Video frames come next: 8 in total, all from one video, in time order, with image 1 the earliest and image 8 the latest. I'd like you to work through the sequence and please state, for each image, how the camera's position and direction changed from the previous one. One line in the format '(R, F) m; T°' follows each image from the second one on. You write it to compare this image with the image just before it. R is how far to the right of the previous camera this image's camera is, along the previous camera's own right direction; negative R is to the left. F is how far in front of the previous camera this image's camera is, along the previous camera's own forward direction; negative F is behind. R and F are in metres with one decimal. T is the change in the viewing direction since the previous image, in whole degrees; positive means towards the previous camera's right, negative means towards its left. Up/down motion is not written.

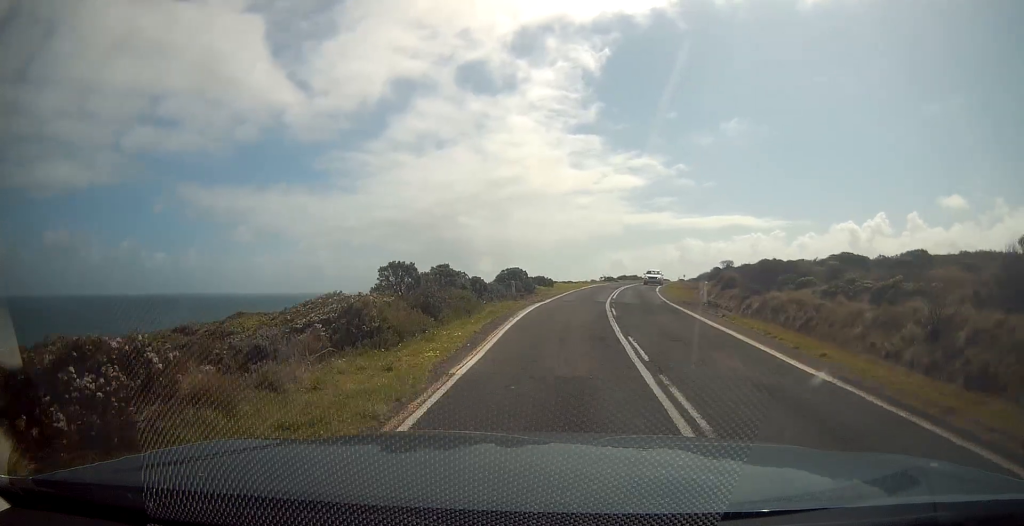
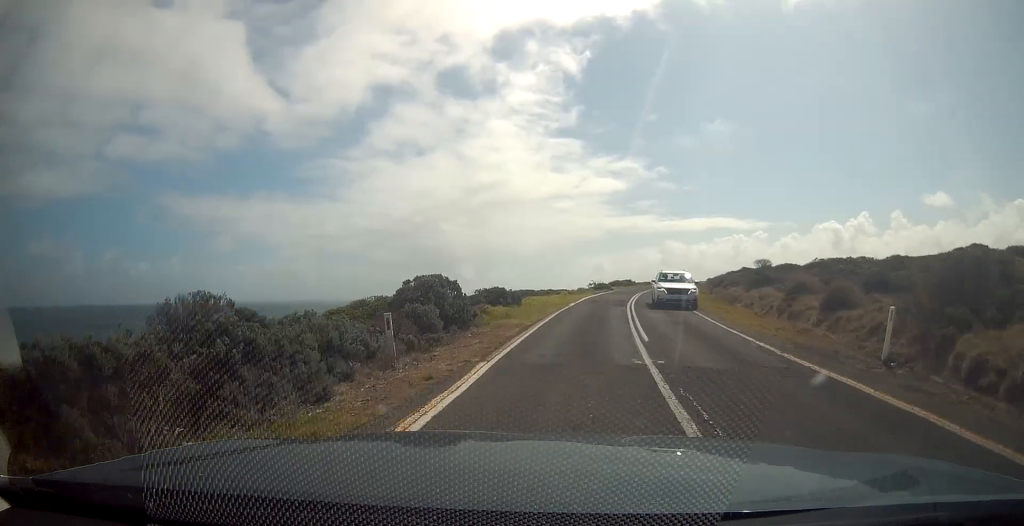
(0.0, +17.6) m; 0°
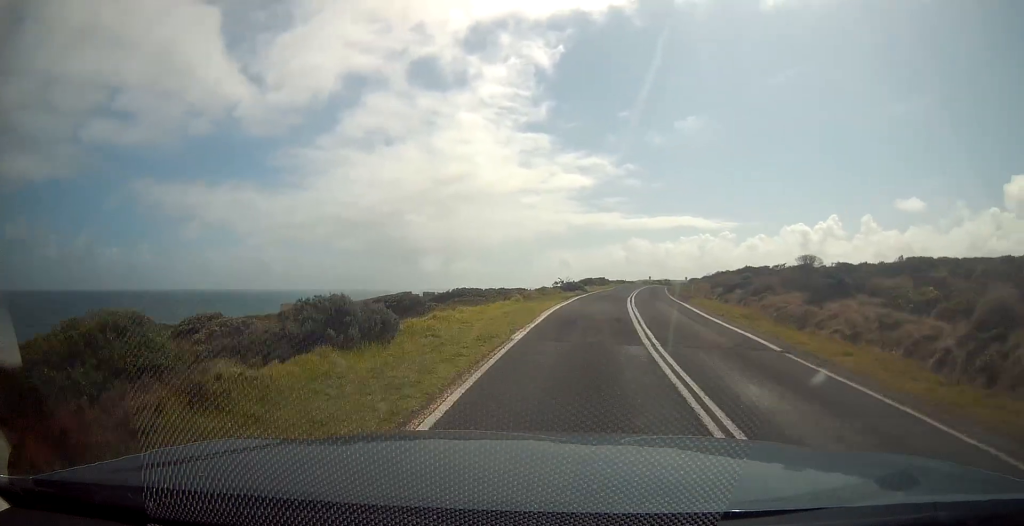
(0.0, +15.5) m; 0°
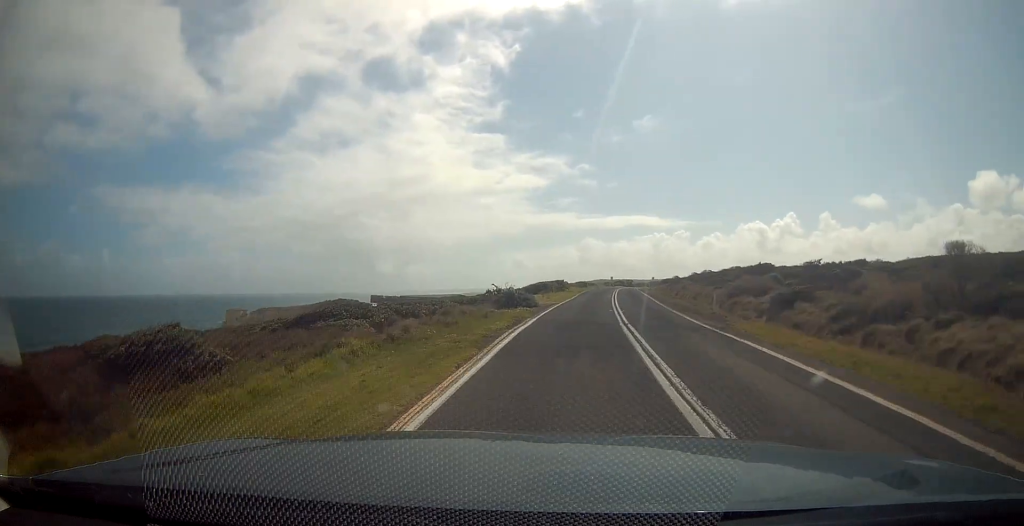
(+0.1, +17.0) m; +4°
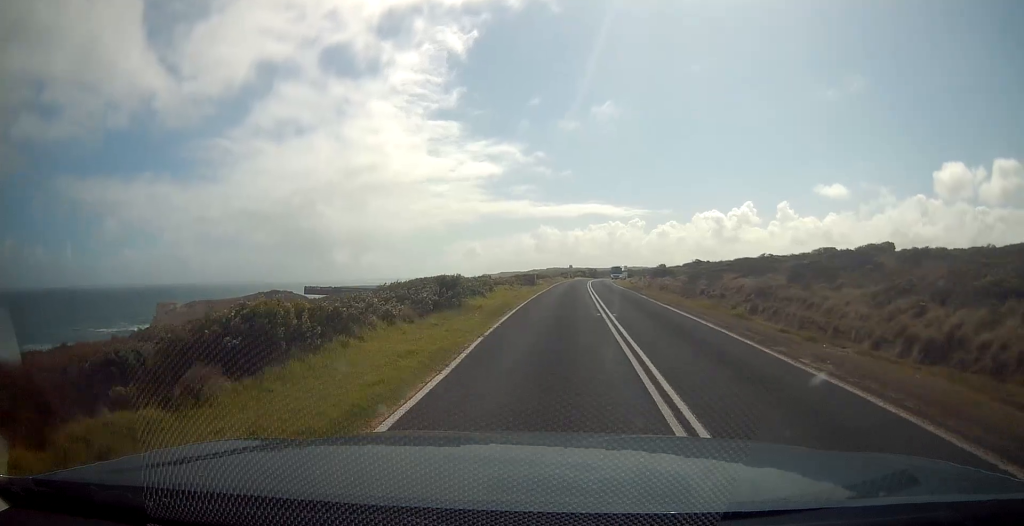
(+3.6, +33.1) m; +7°
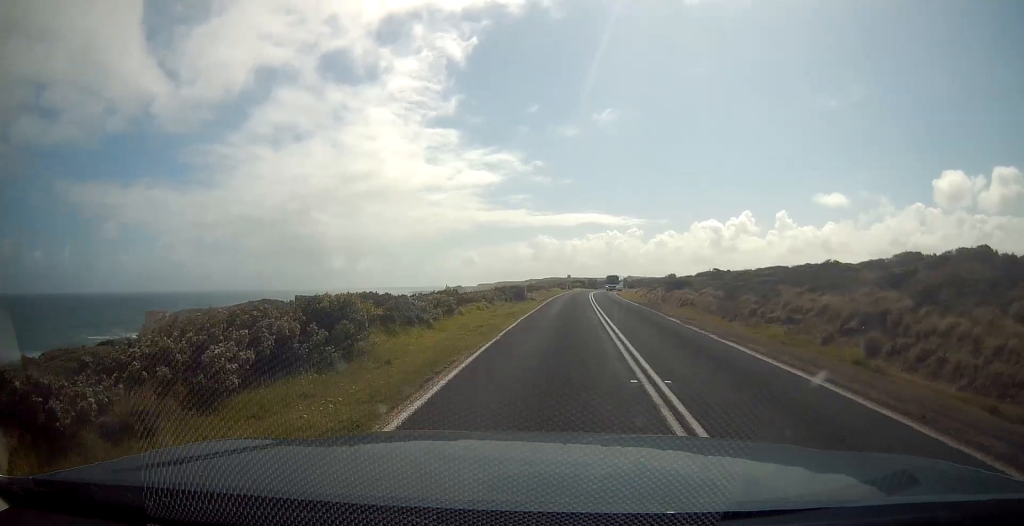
(-0.1, +9.4) m; 0°
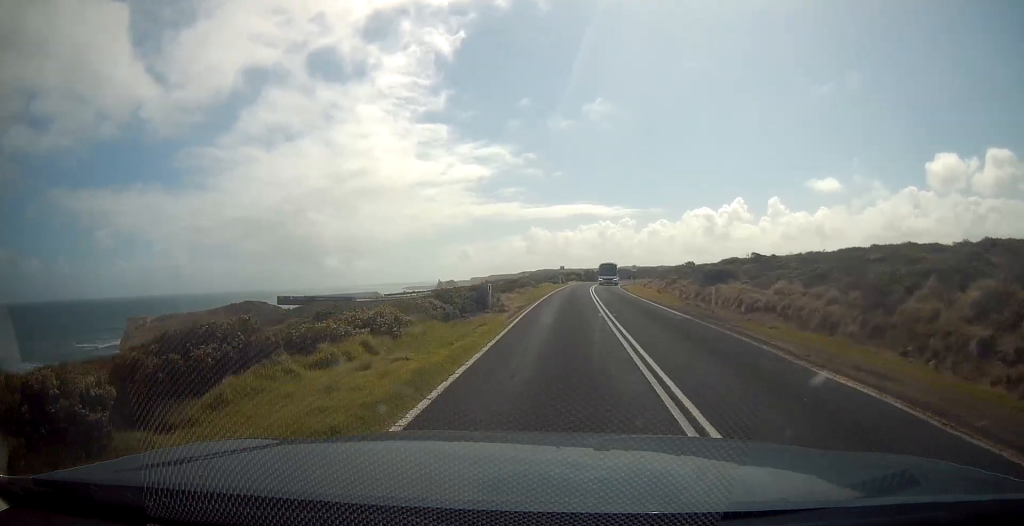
(0.0, +14.8) m; +1°
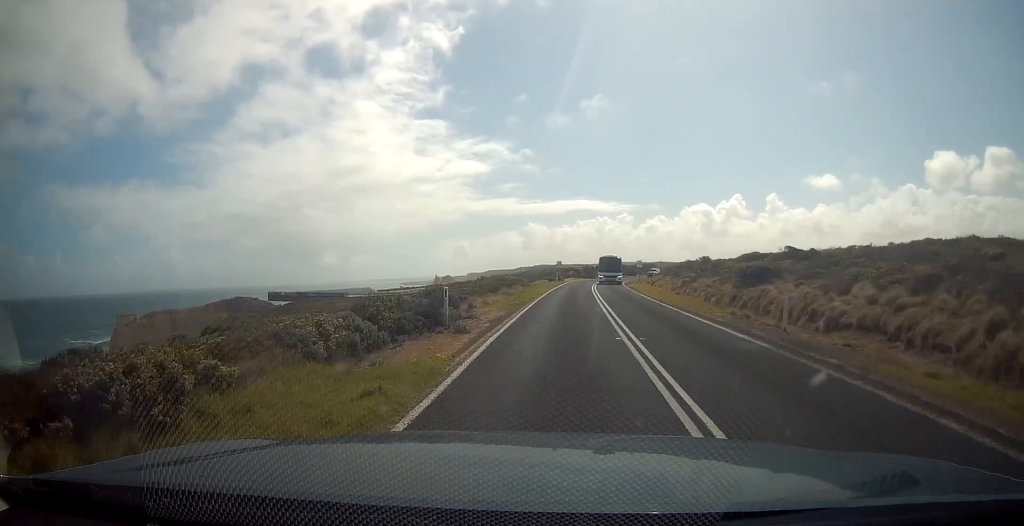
(+0.2, +7.8) m; +1°
